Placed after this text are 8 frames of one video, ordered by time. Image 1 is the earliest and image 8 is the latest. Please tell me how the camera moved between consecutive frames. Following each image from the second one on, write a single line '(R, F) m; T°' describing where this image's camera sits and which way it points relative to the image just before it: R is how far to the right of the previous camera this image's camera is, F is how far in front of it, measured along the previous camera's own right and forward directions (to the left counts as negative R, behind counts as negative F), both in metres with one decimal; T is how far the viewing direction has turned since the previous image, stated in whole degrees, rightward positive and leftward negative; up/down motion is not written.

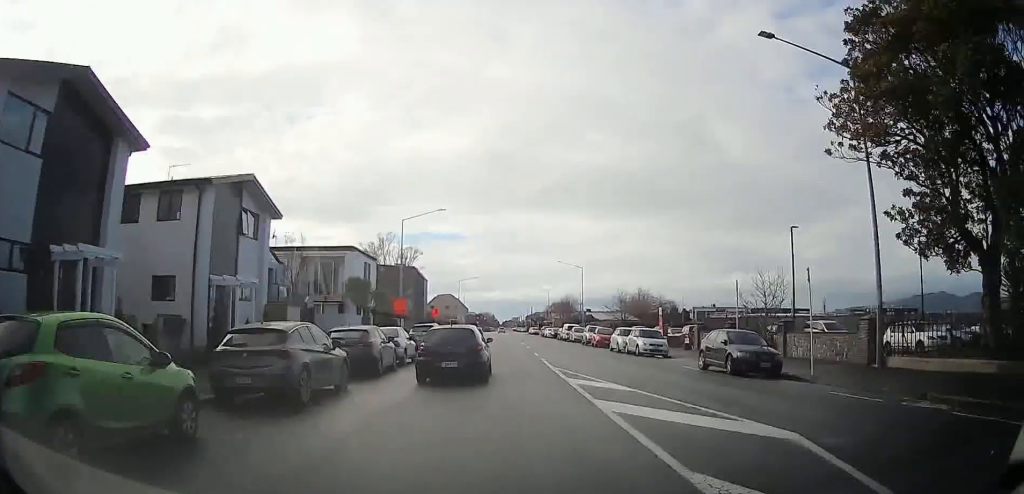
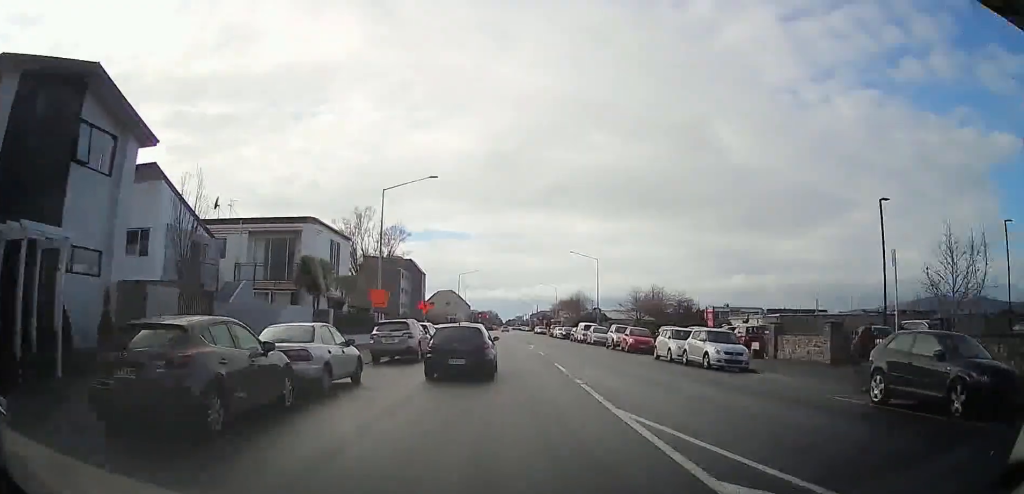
(0.0, +10.9) m; 0°
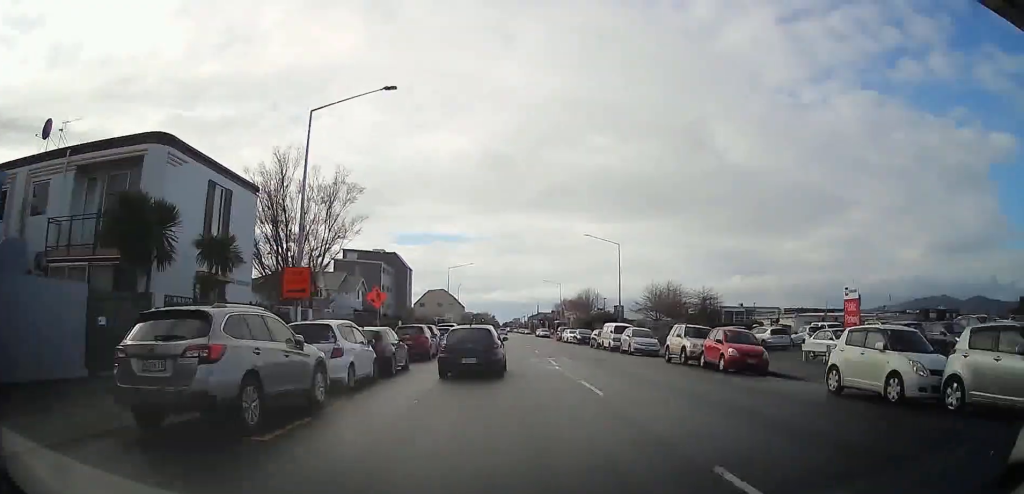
(0.0, +15.8) m; 0°
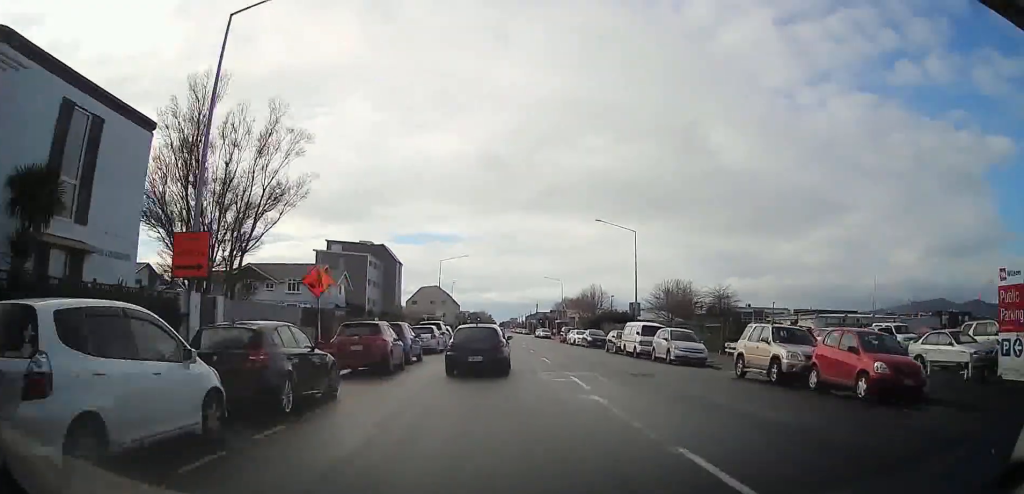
(0.0, +8.2) m; +1°
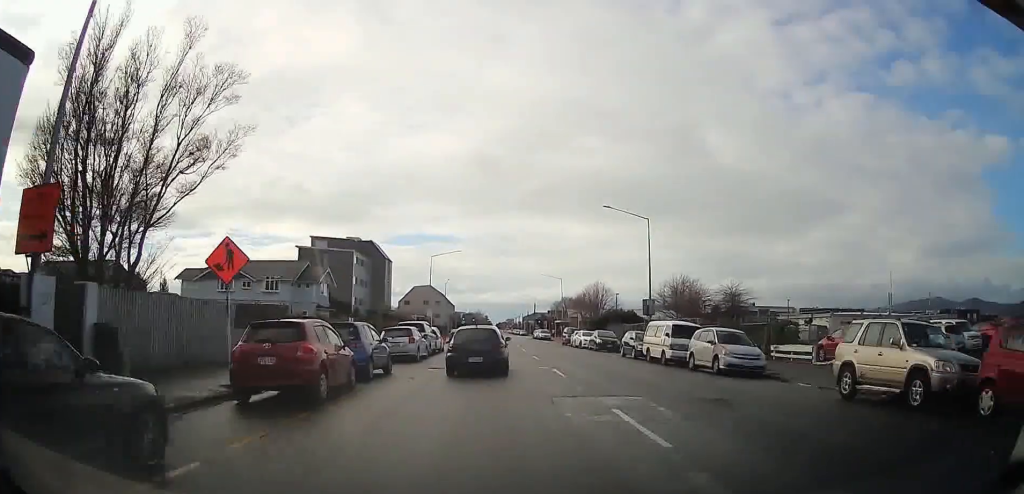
(-0.1, +5.8) m; +2°
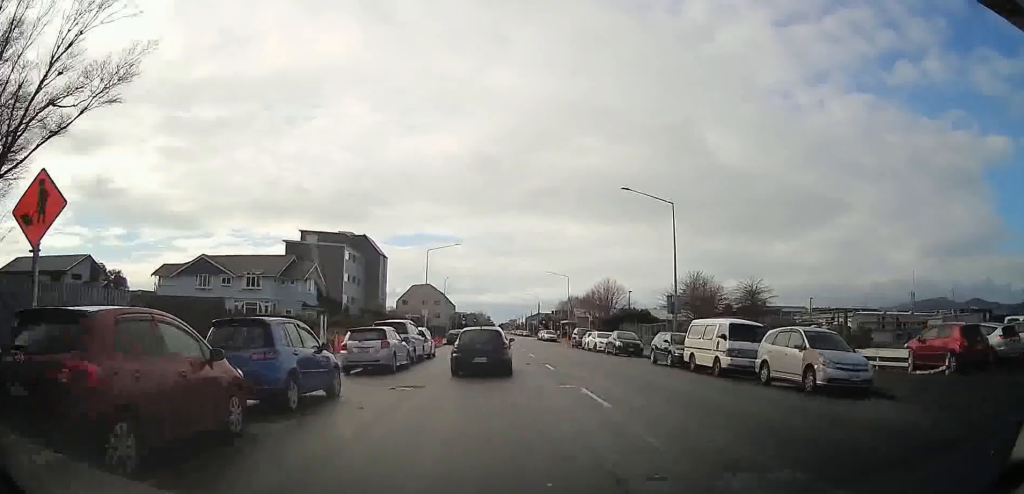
(+0.2, +7.0) m; +3°
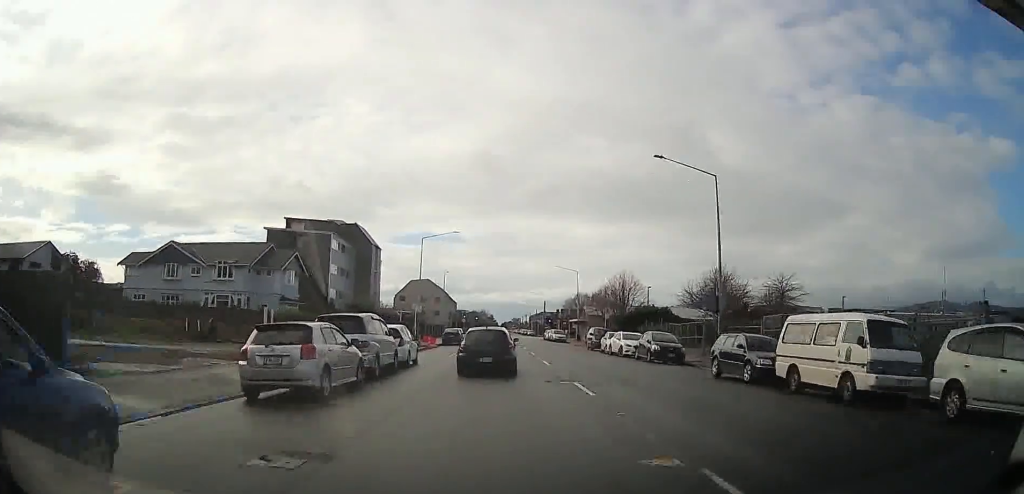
(+0.4, +8.9) m; +1°
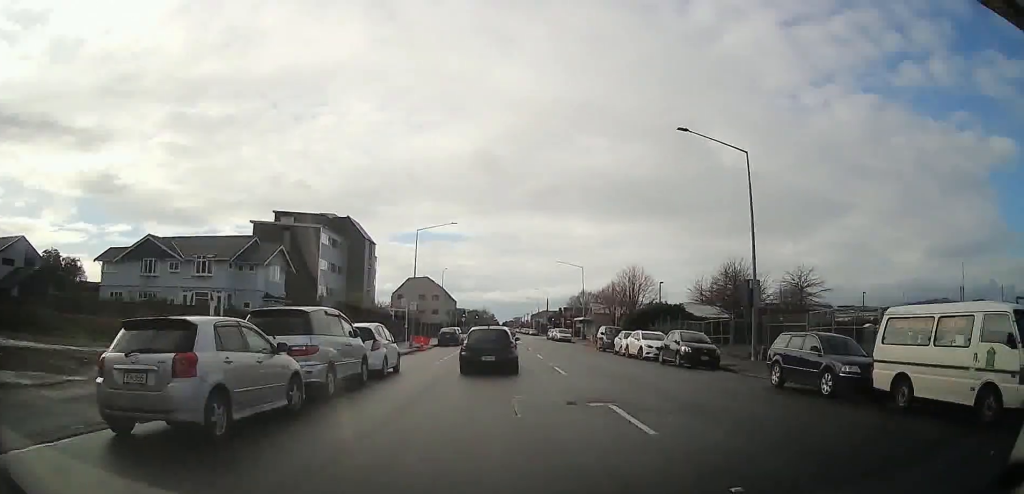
(+0.2, +5.5) m; -1°
